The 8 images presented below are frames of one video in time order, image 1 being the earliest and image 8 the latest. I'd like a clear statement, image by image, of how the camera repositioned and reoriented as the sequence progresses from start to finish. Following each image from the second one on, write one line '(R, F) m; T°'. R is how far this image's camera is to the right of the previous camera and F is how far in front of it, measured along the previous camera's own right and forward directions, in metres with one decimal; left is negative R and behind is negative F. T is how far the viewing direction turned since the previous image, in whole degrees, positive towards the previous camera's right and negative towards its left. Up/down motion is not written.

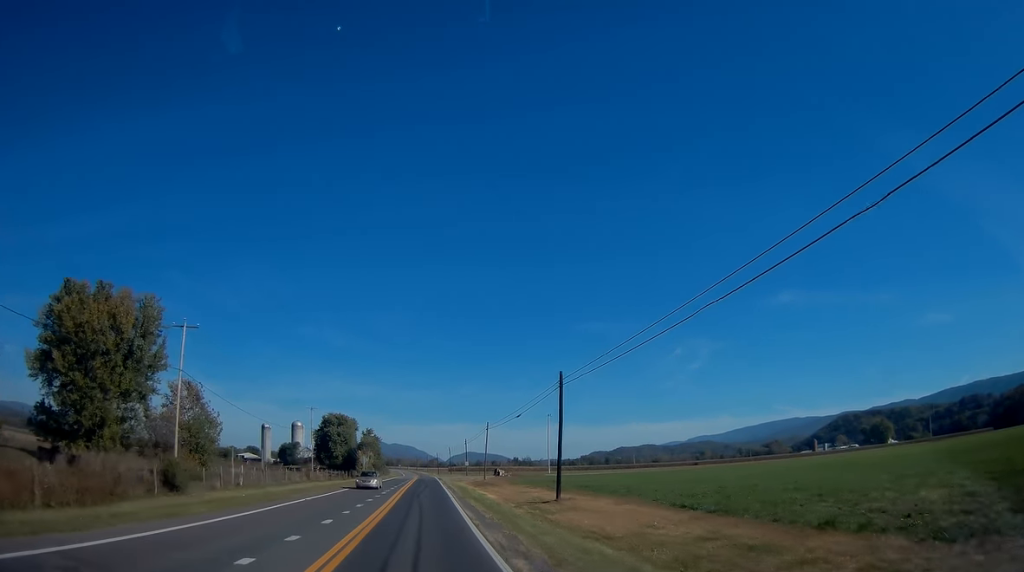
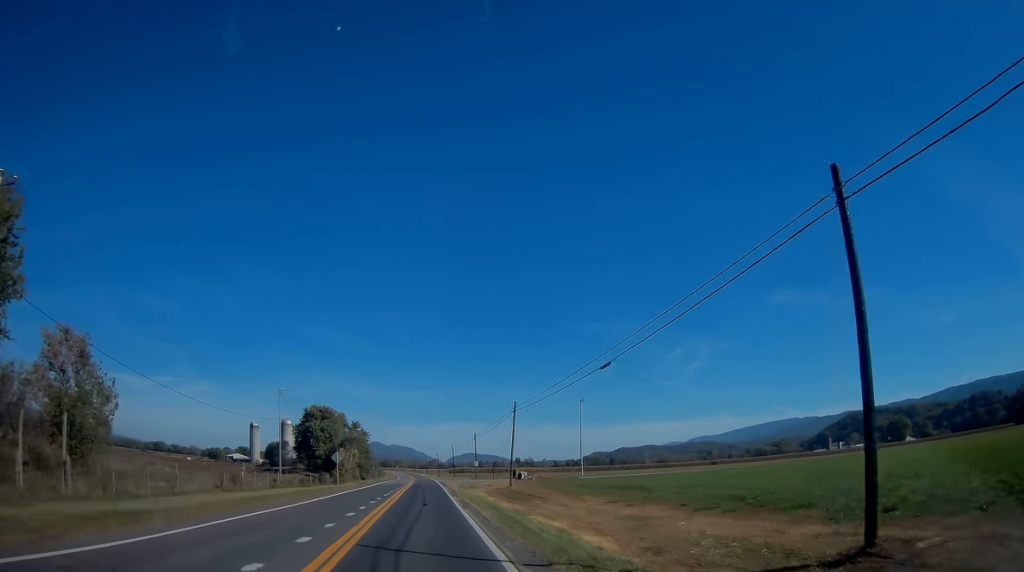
(+0.1, +26.1) m; +1°
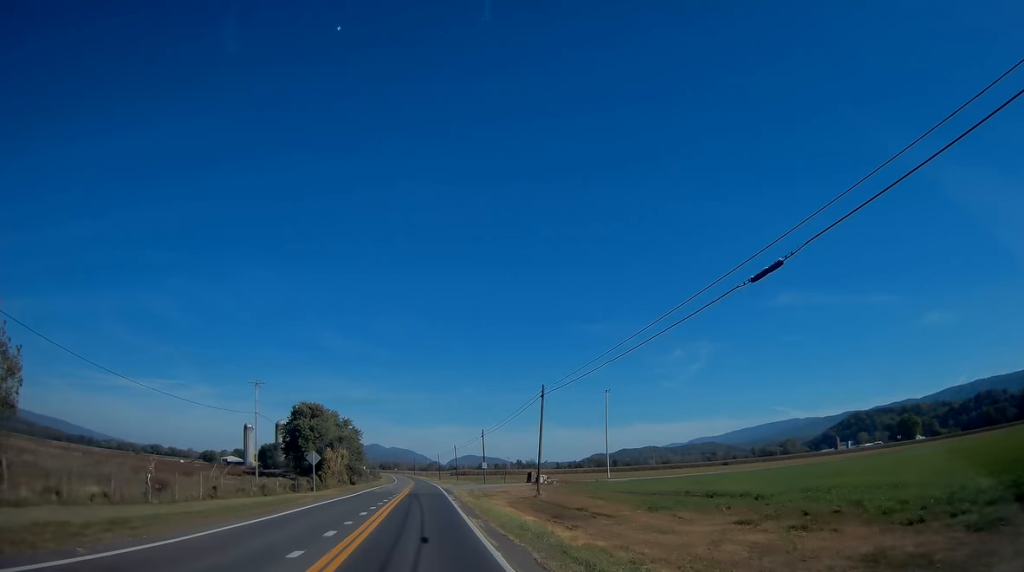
(+0.1, +13.5) m; 0°
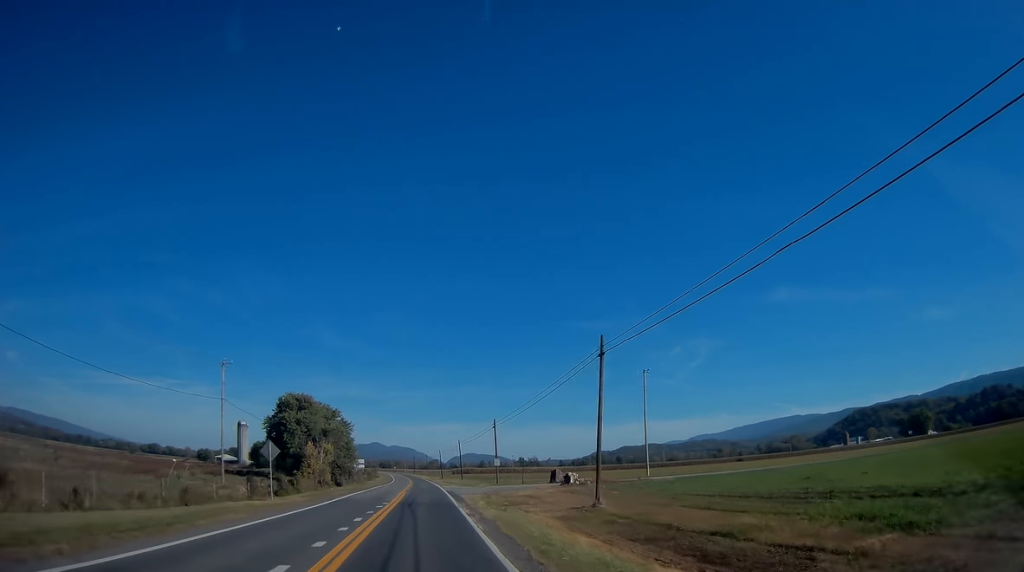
(0.0, +14.4) m; 0°
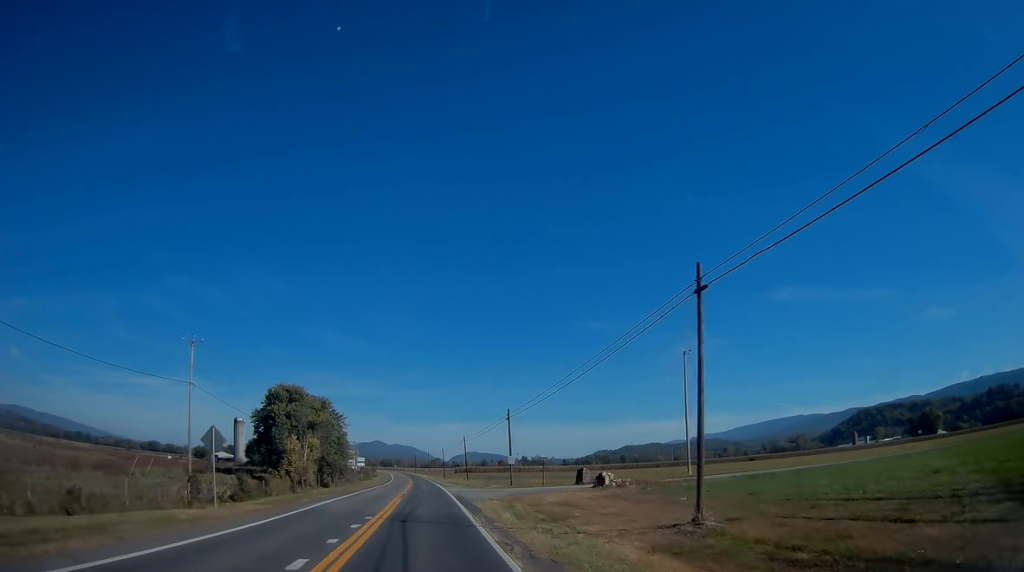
(0.0, +10.4) m; 0°
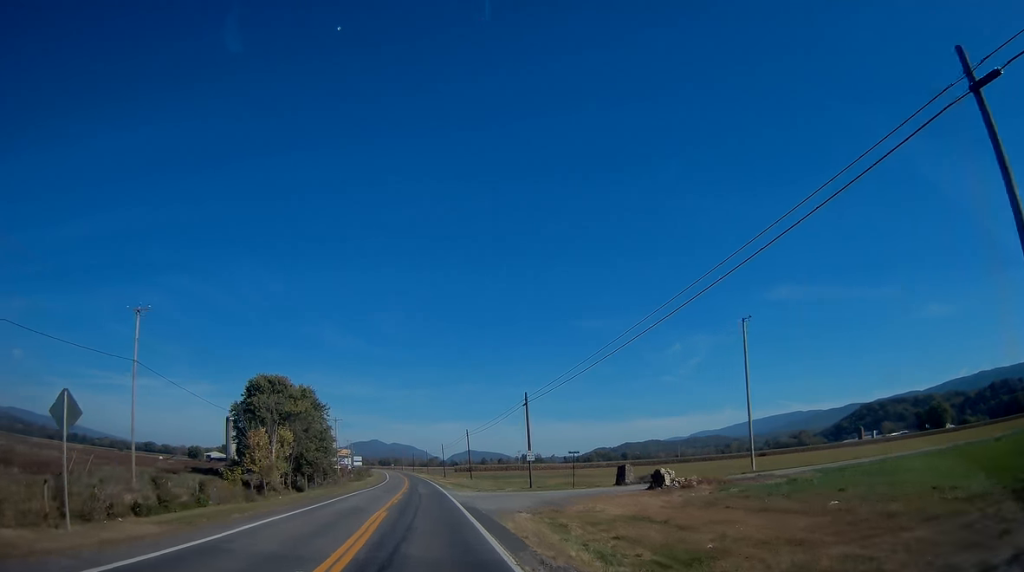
(0.0, +12.0) m; 0°
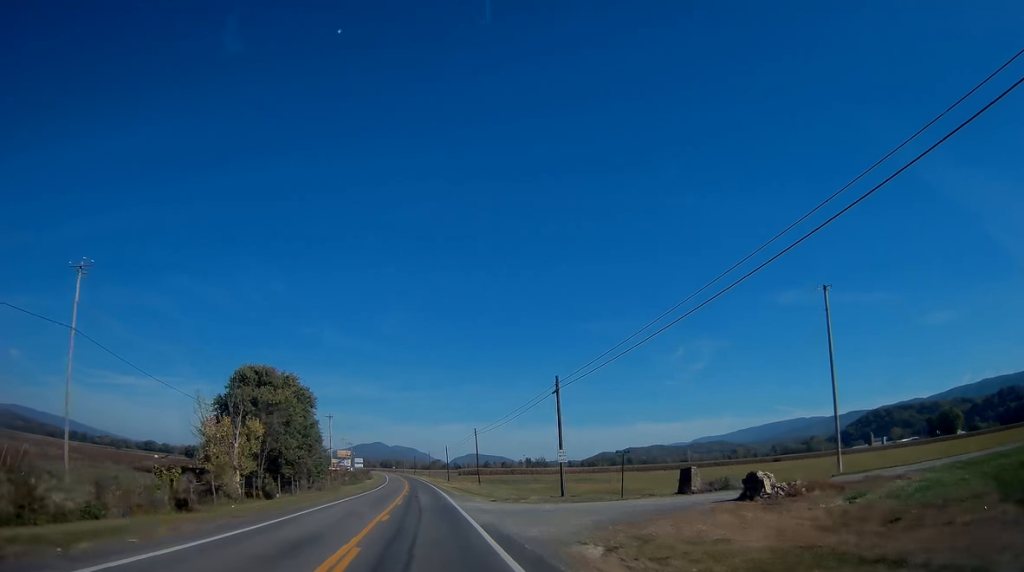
(0.0, +10.4) m; 0°
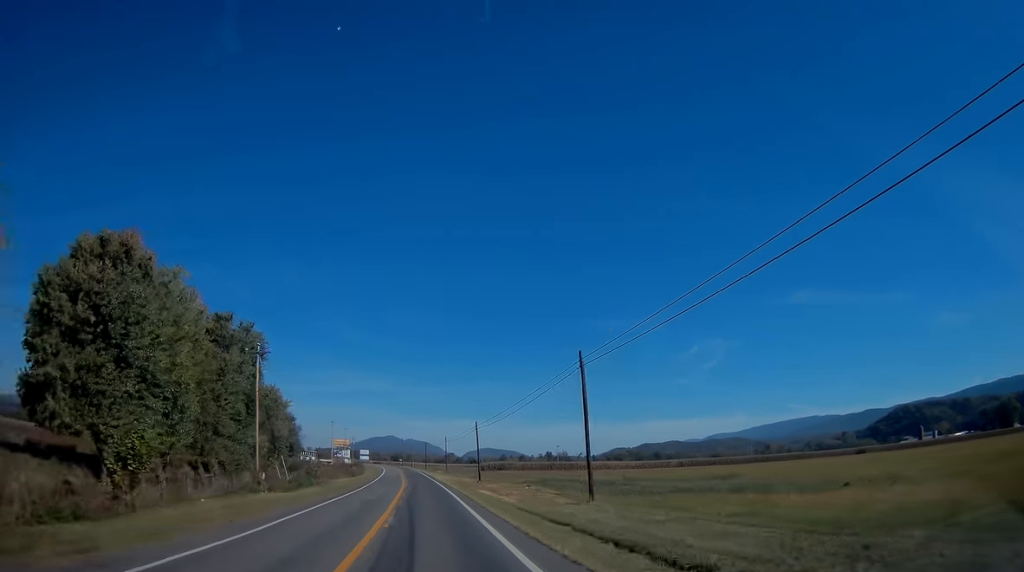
(-0.9, +51.6) m; -2°
